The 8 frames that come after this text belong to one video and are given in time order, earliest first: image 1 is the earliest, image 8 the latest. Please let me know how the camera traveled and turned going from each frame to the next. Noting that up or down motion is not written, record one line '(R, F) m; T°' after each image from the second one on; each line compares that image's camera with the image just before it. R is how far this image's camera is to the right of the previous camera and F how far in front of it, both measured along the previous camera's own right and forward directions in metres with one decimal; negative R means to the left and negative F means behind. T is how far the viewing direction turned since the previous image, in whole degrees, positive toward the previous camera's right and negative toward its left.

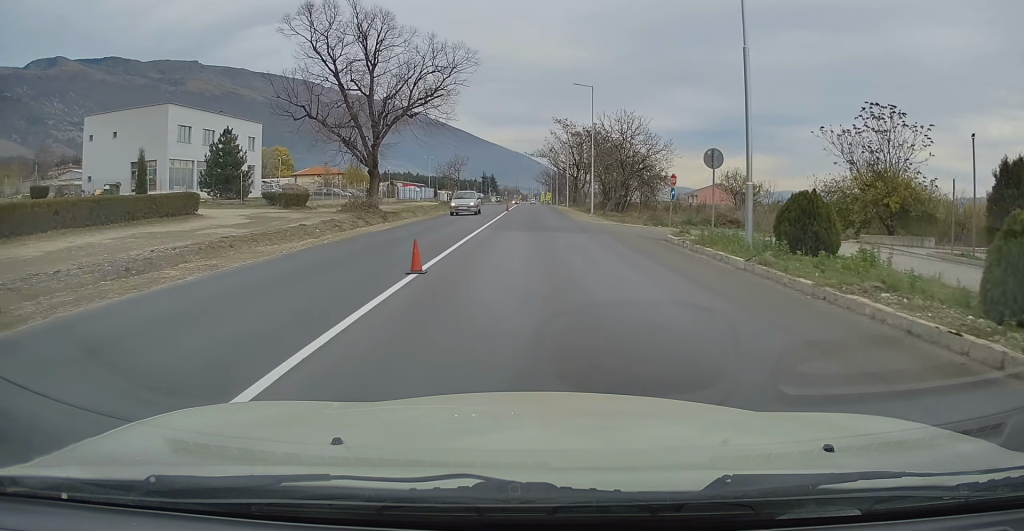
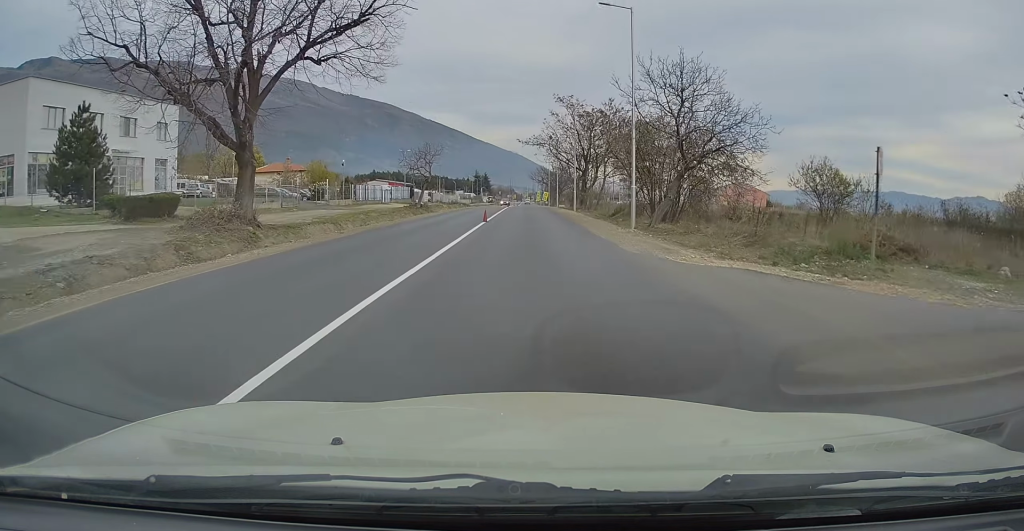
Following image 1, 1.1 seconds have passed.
(0.0, +18.1) m; 0°
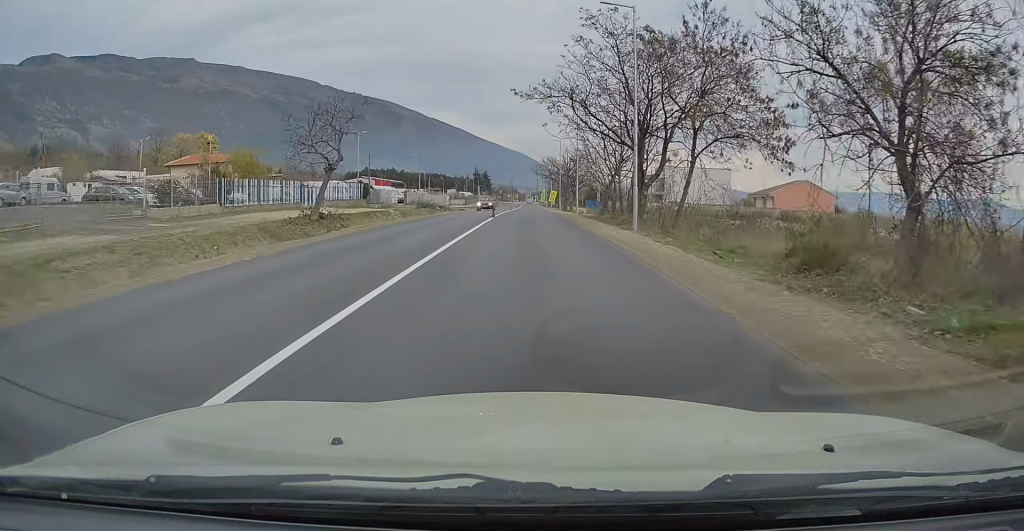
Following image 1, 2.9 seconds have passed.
(0.0, +28.5) m; 0°
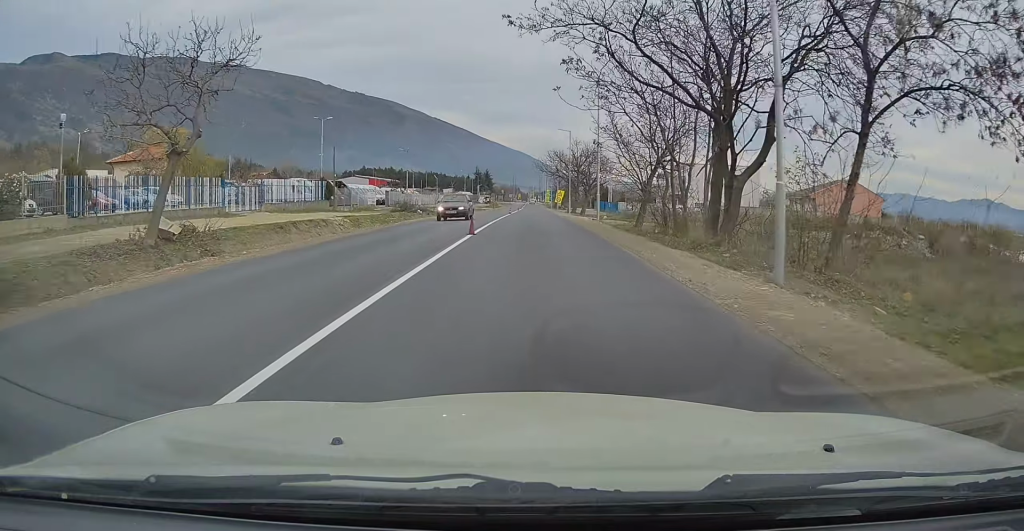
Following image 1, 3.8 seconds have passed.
(0.0, +13.6) m; 0°
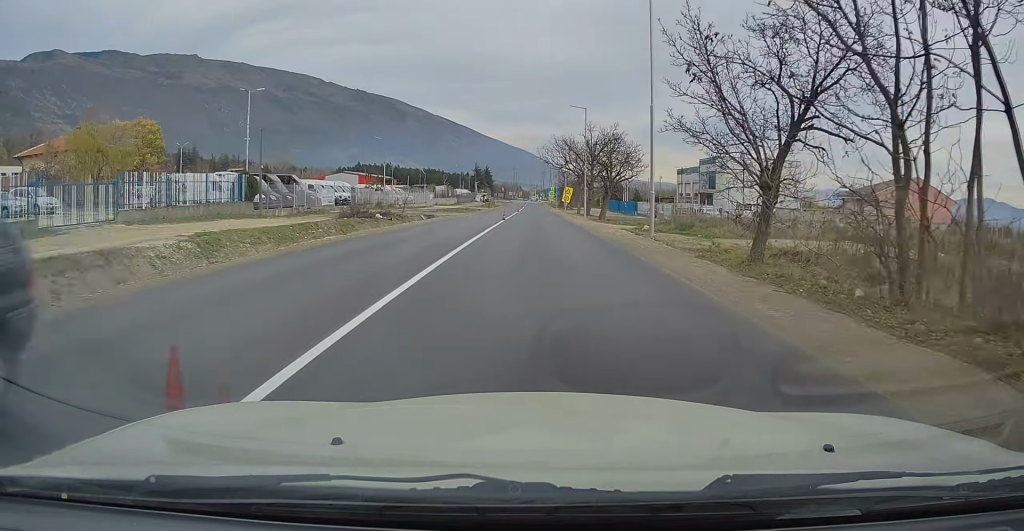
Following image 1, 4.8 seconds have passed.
(0.0, +16.0) m; 0°
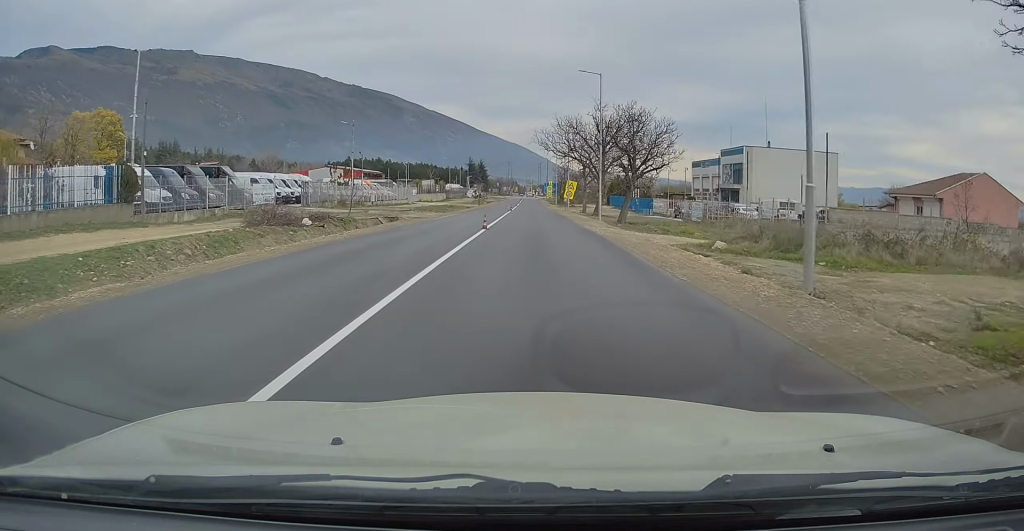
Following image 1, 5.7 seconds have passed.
(0.0, +12.7) m; 0°
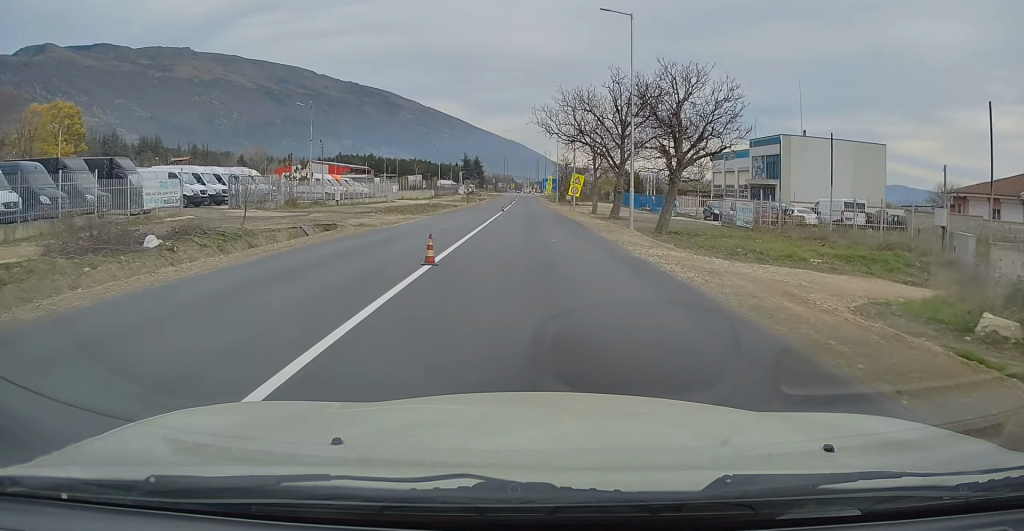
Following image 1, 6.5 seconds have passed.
(0.0, +12.1) m; 0°
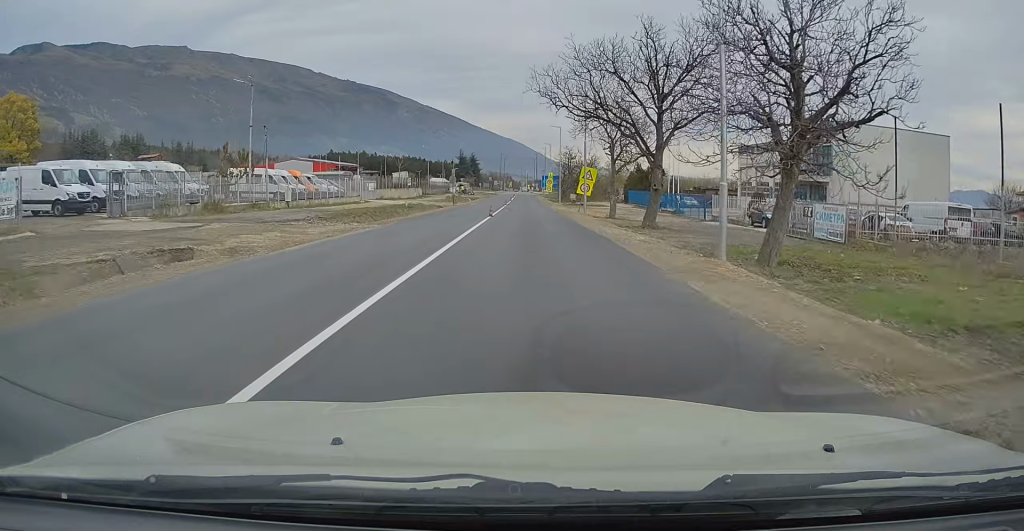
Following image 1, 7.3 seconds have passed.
(0.0, +11.9) m; +1°
